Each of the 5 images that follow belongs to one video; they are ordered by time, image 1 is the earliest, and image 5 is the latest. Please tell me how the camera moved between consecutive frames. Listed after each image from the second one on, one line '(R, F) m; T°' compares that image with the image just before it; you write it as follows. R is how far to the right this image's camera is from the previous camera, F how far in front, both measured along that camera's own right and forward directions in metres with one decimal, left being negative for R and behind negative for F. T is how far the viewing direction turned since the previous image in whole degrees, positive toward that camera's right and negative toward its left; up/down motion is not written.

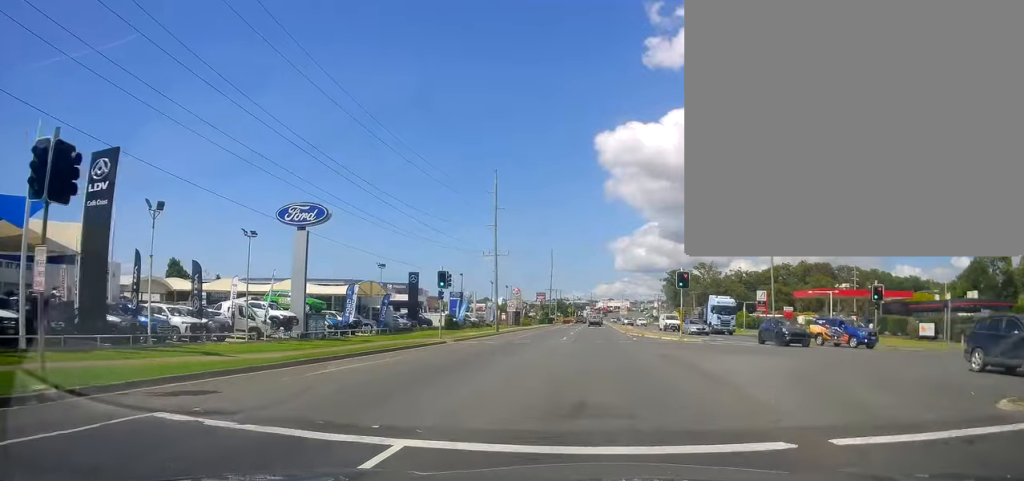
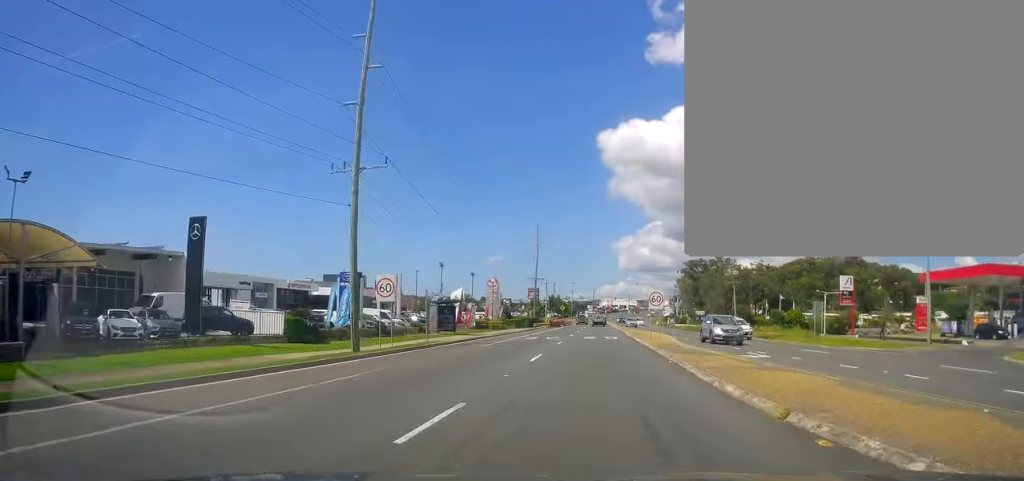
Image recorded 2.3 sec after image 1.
(-0.1, +41.9) m; -1°
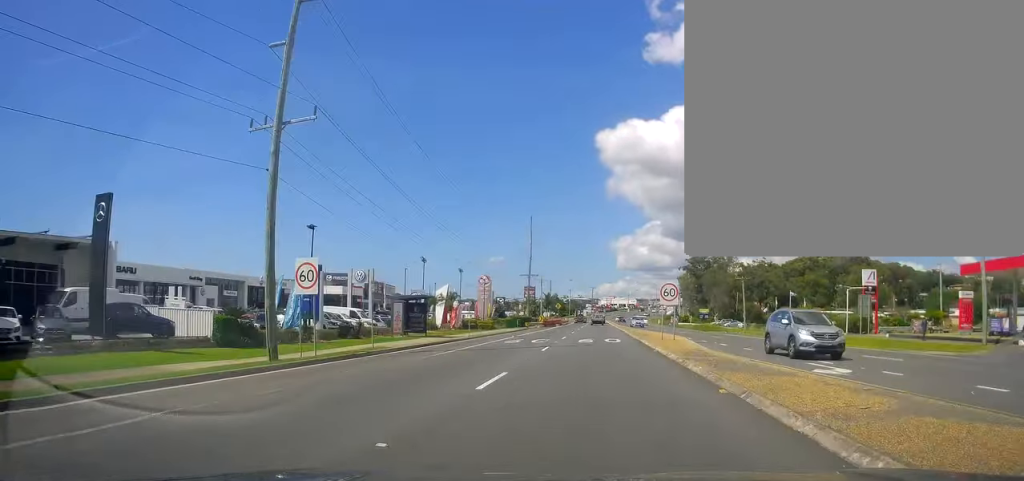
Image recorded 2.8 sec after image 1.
(+0.2, +7.8) m; +1°
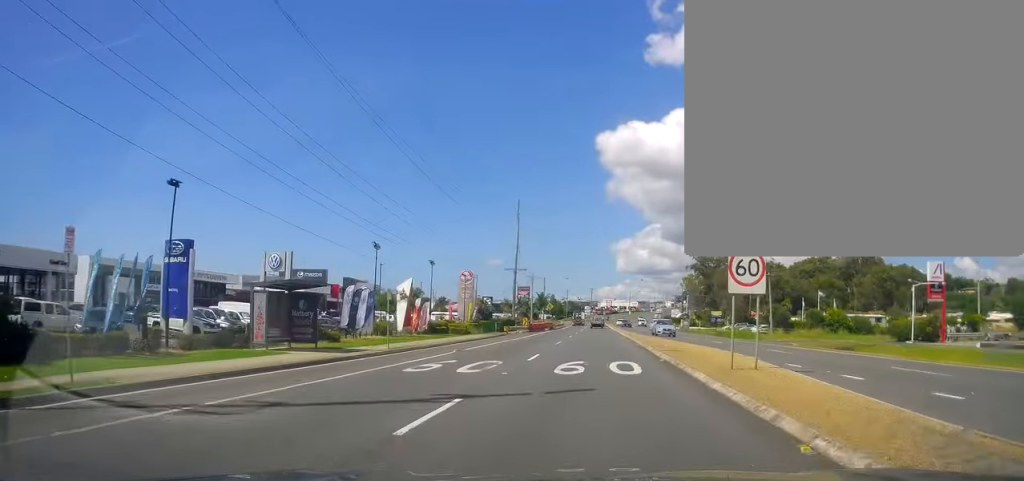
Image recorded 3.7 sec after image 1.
(+0.3, +16.1) m; 0°
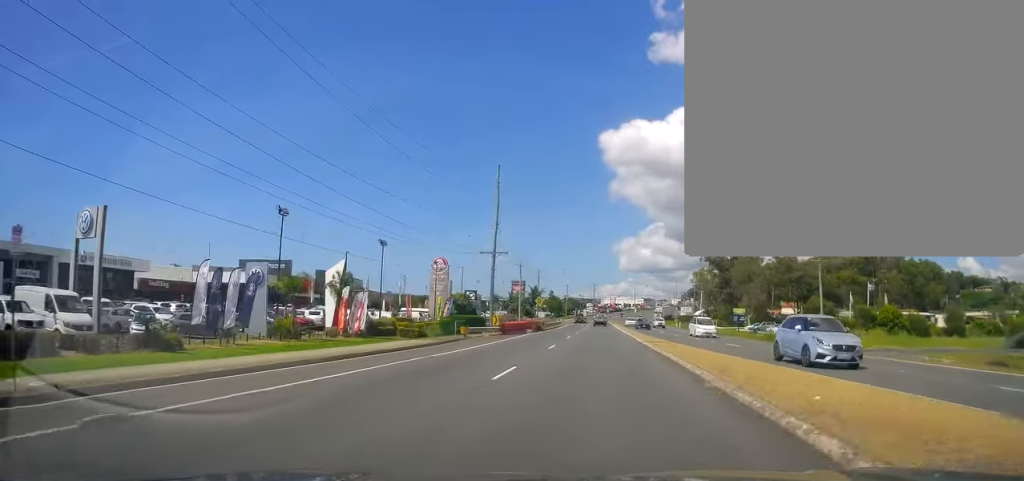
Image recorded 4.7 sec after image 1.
(-0.2, +19.1) m; -1°
